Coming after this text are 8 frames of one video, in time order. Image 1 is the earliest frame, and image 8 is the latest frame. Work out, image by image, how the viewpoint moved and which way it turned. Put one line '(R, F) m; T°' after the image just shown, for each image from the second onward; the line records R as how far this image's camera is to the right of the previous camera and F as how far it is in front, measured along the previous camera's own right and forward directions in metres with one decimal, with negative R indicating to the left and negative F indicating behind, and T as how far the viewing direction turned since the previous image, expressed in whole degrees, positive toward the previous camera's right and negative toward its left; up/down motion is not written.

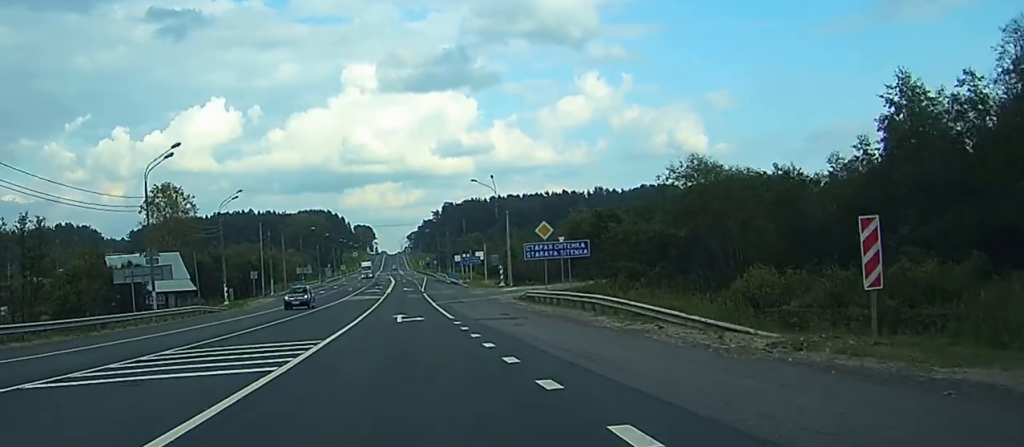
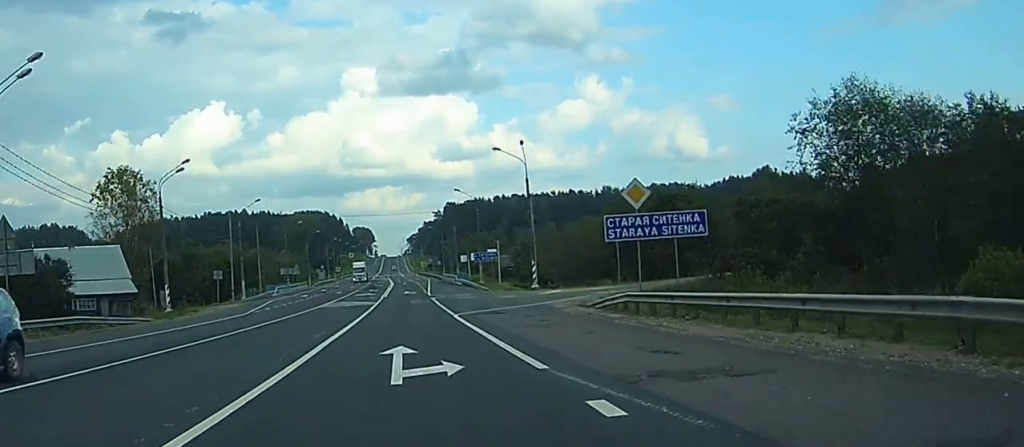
(+0.1, +22.5) m; 0°
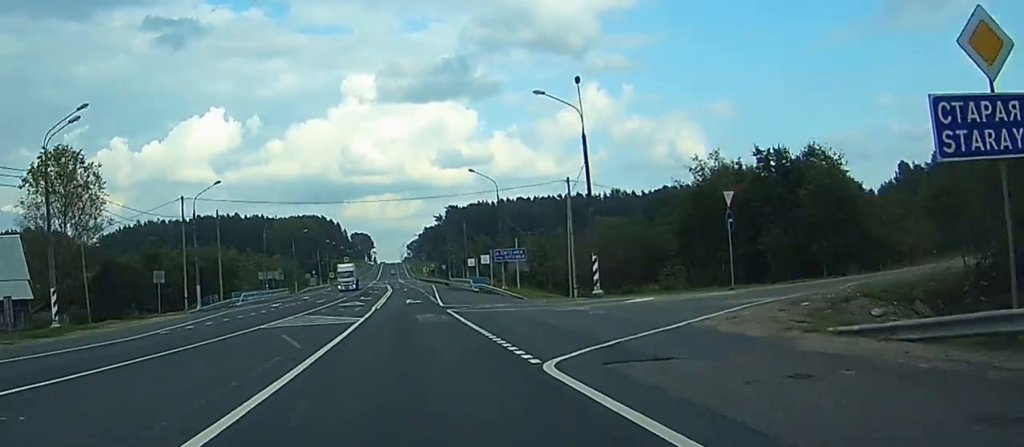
(0.0, +22.4) m; 0°
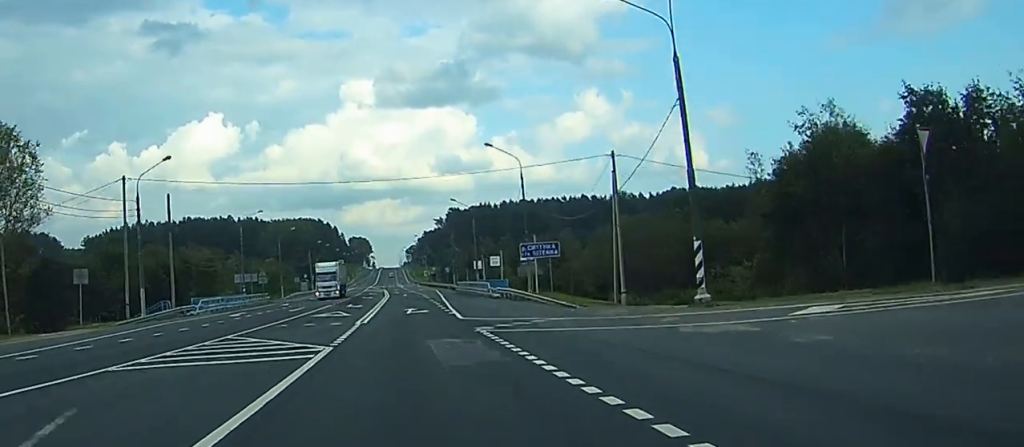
(0.0, +17.2) m; 0°
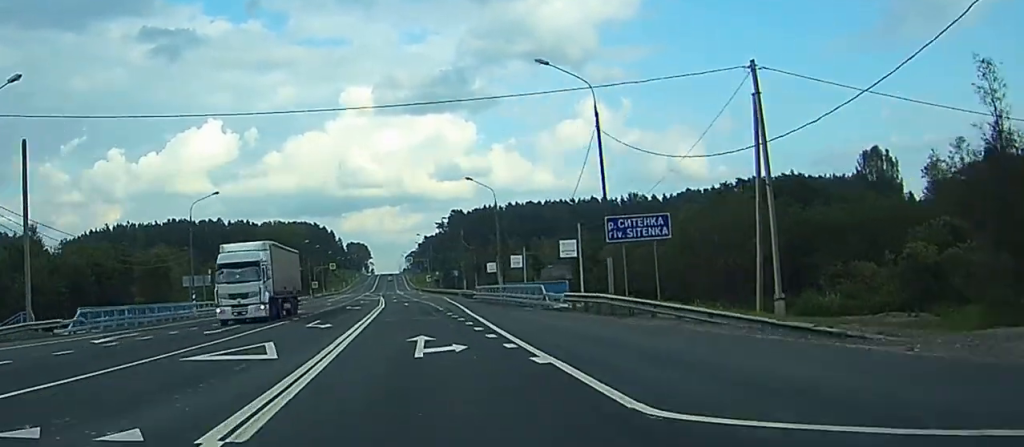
(+0.1, +25.8) m; 0°
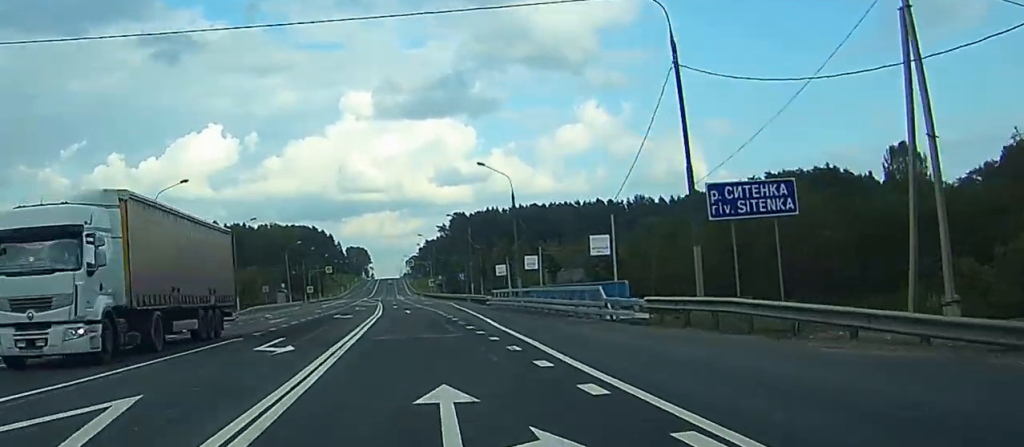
(0.0, +12.0) m; 0°
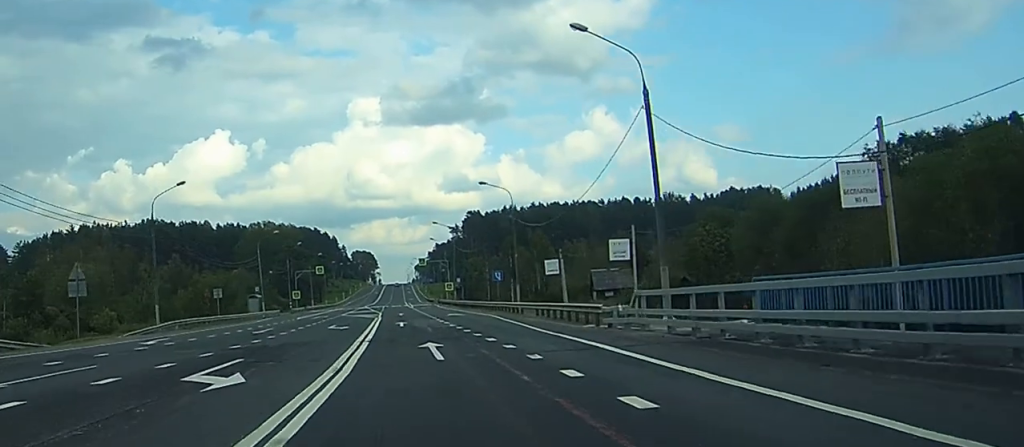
(0.0, +36.9) m; 0°
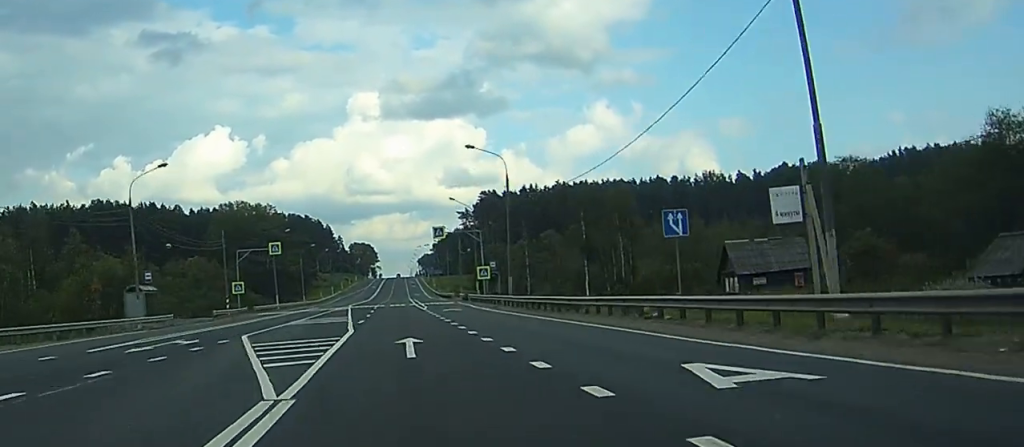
(-0.1, +55.1) m; -1°
